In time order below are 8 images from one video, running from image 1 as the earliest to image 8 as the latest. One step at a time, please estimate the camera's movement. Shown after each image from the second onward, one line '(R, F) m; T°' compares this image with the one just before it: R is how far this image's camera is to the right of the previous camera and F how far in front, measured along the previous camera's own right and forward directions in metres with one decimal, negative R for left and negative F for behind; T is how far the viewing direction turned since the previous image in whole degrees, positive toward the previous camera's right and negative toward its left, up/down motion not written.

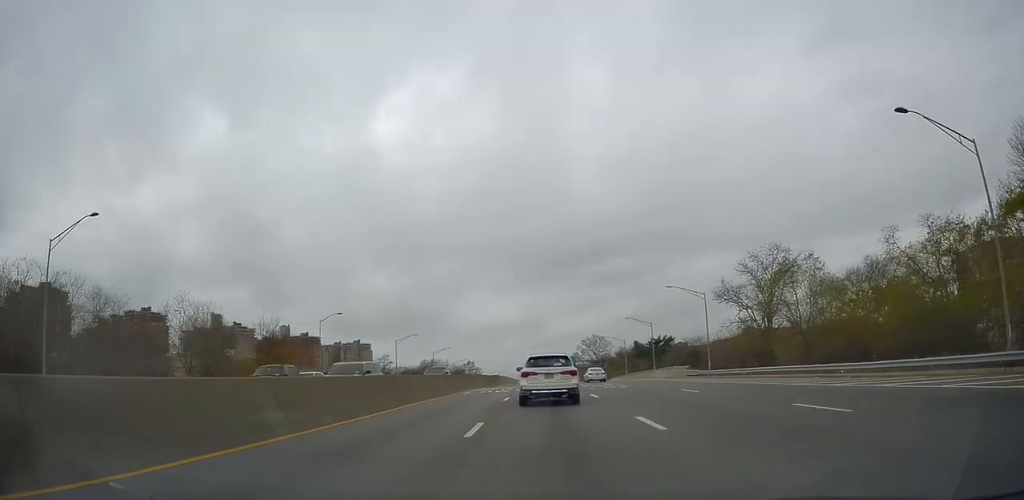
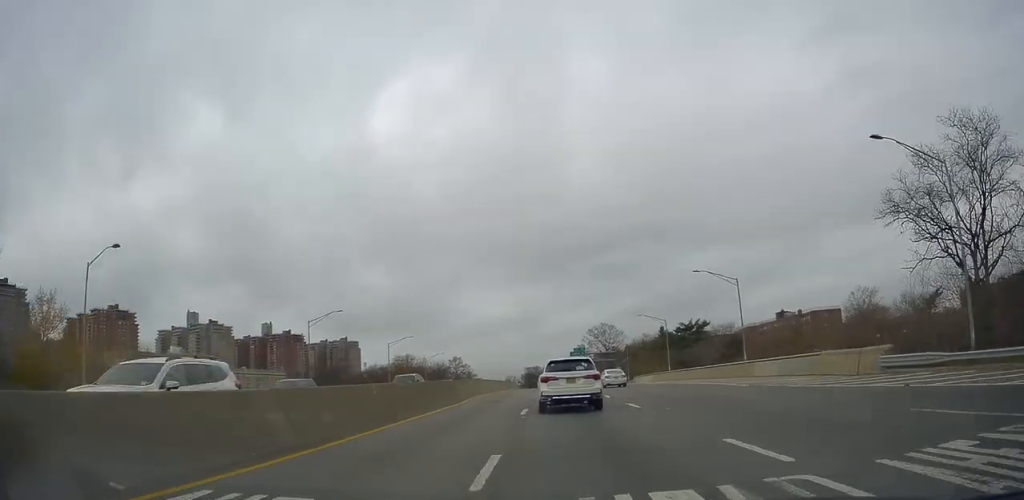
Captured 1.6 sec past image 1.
(+0.8, +40.0) m; +2°
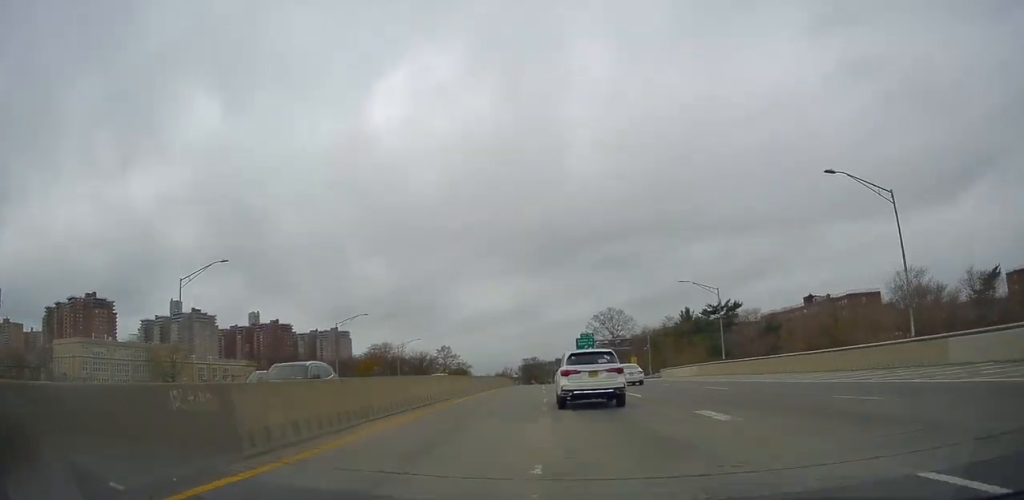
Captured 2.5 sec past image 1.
(0.0, +24.9) m; 0°
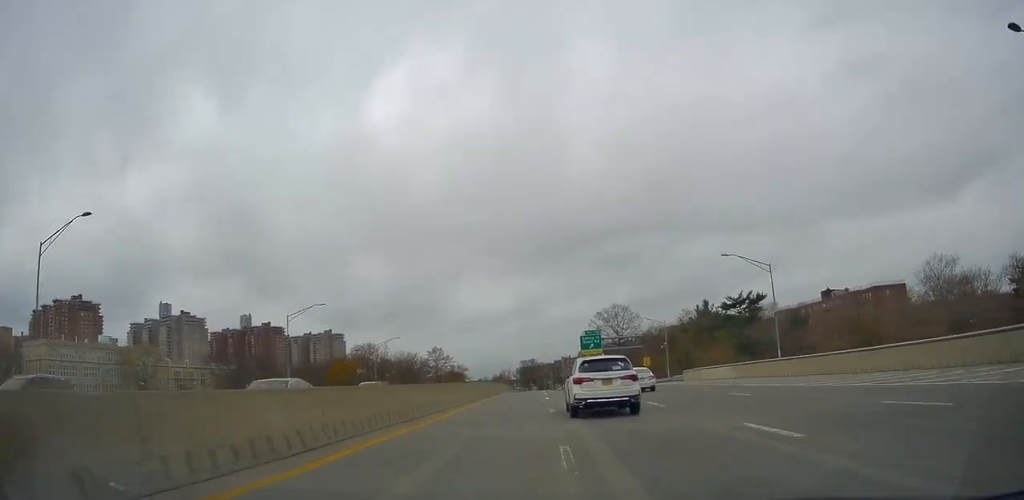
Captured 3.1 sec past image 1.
(0.0, +14.2) m; 0°
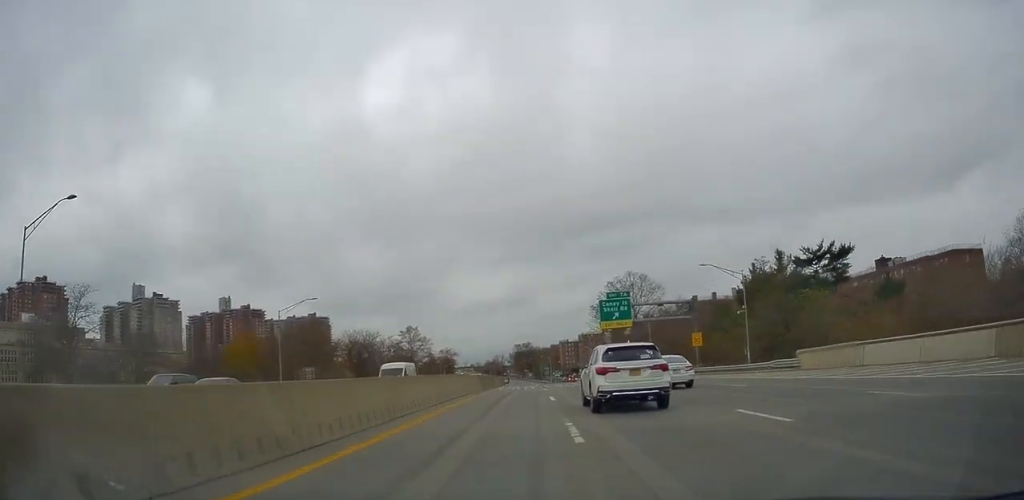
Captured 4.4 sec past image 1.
(-0.1, +34.0) m; 0°
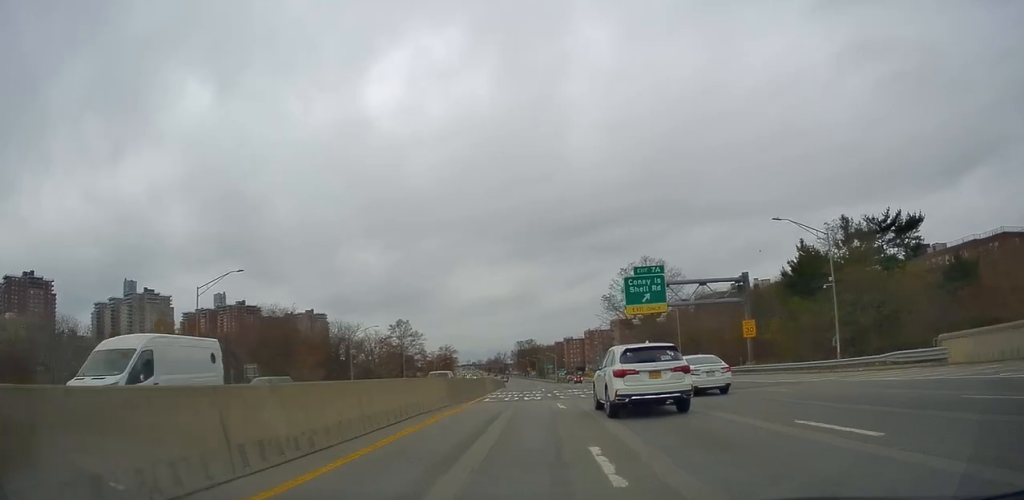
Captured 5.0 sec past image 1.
(0.0, +16.0) m; 0°
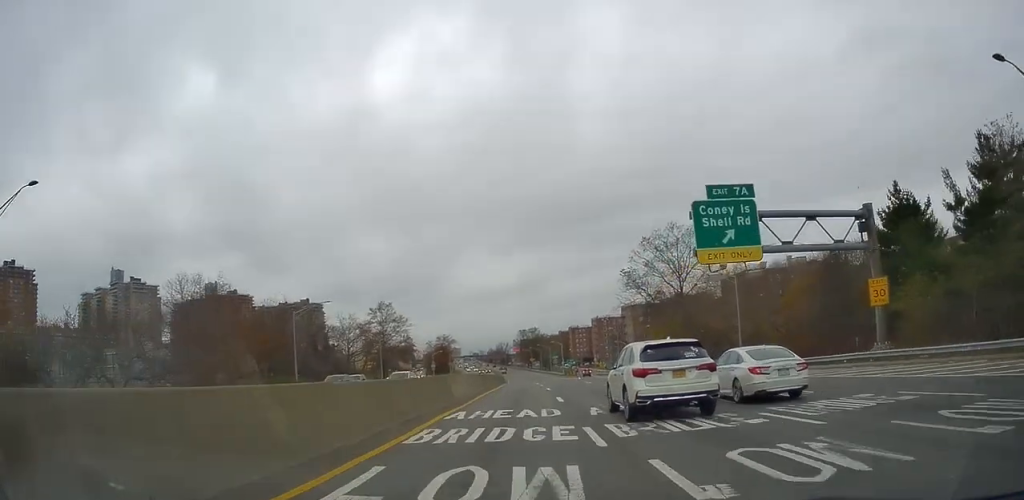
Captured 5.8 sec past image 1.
(0.0, +21.2) m; 0°
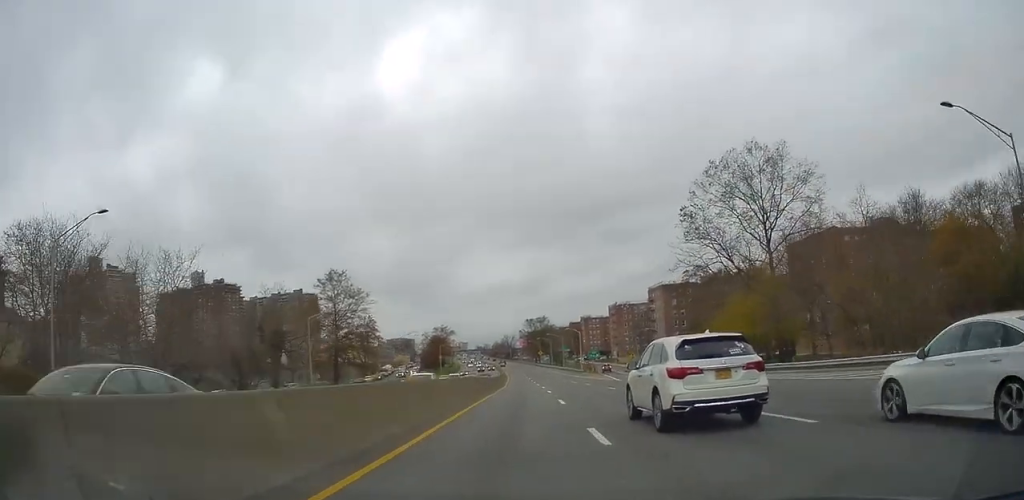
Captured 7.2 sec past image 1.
(-0.1, +35.7) m; -1°
